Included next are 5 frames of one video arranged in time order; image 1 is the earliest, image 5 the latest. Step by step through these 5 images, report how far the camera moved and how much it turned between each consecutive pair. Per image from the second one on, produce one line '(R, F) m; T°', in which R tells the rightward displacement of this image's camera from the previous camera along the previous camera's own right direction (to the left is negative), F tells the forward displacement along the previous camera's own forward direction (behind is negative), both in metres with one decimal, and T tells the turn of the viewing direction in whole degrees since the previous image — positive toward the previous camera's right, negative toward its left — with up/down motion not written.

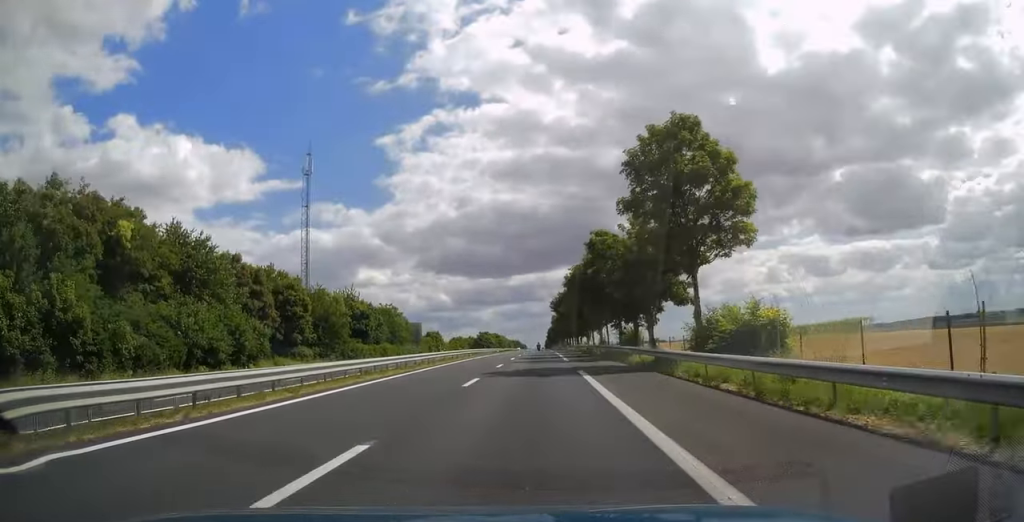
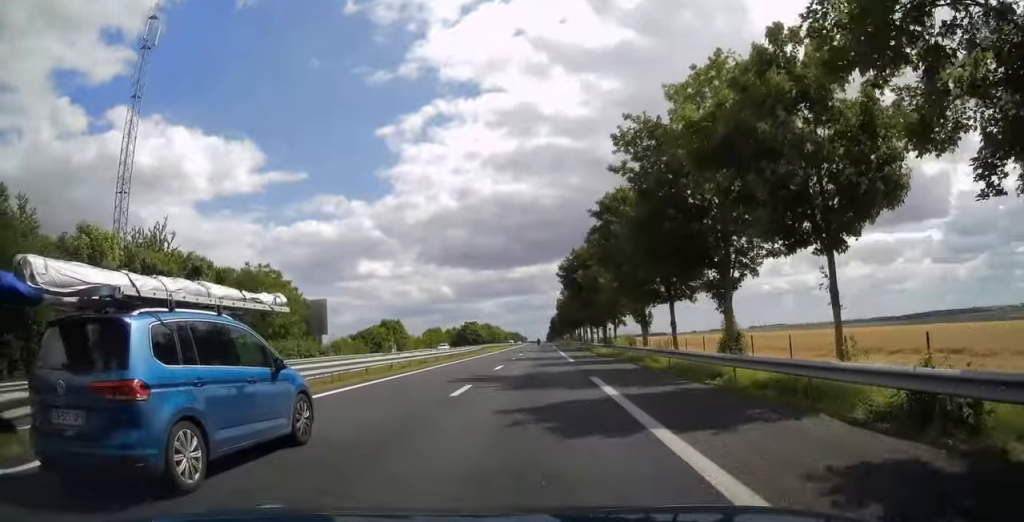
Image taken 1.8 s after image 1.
(-0.2, +56.7) m; 0°
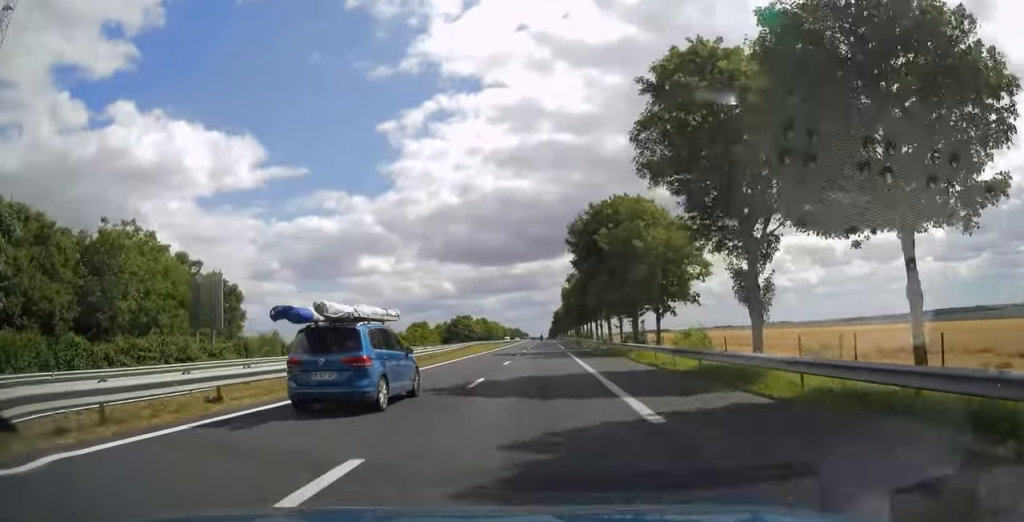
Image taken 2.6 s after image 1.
(-0.1, +26.5) m; 0°
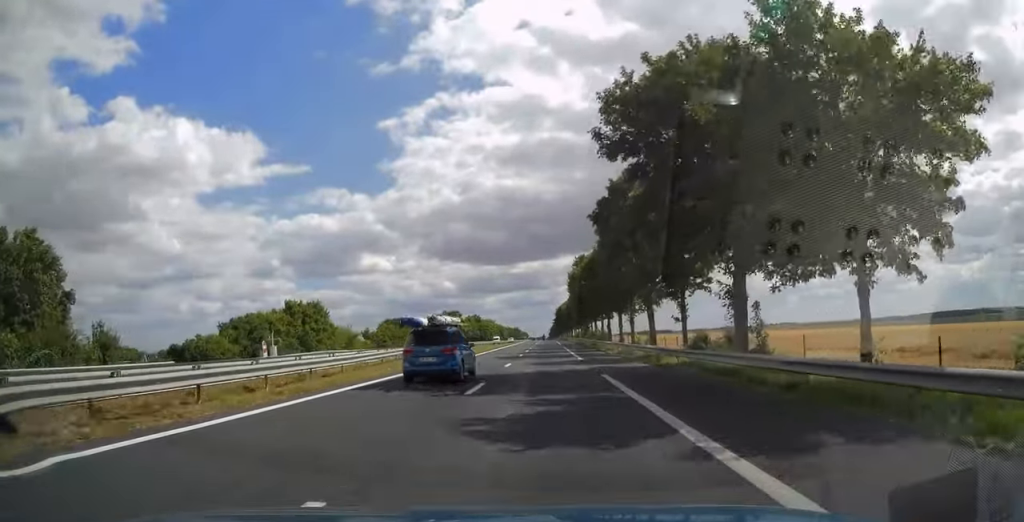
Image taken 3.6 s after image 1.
(0.0, +27.8) m; 0°
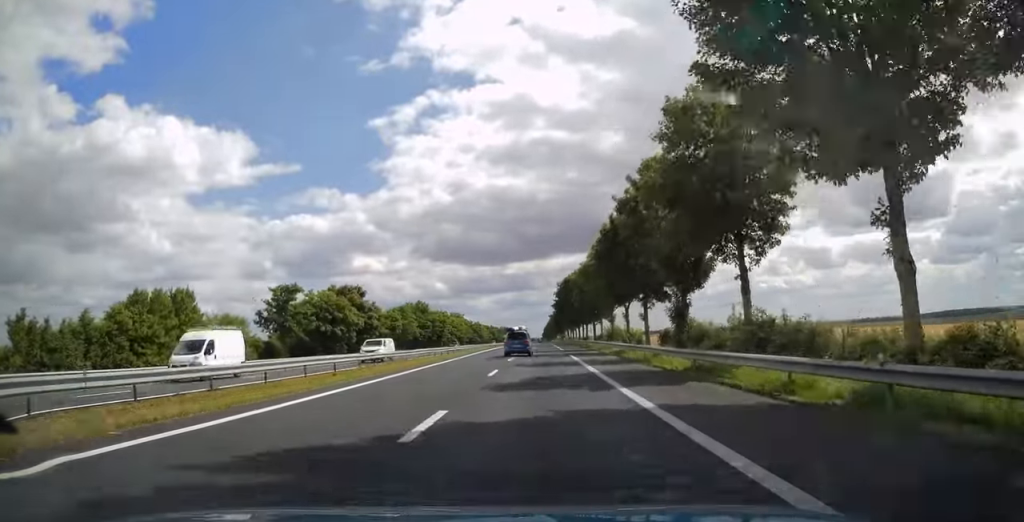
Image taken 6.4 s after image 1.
(+0.4, +82.7) m; 0°
